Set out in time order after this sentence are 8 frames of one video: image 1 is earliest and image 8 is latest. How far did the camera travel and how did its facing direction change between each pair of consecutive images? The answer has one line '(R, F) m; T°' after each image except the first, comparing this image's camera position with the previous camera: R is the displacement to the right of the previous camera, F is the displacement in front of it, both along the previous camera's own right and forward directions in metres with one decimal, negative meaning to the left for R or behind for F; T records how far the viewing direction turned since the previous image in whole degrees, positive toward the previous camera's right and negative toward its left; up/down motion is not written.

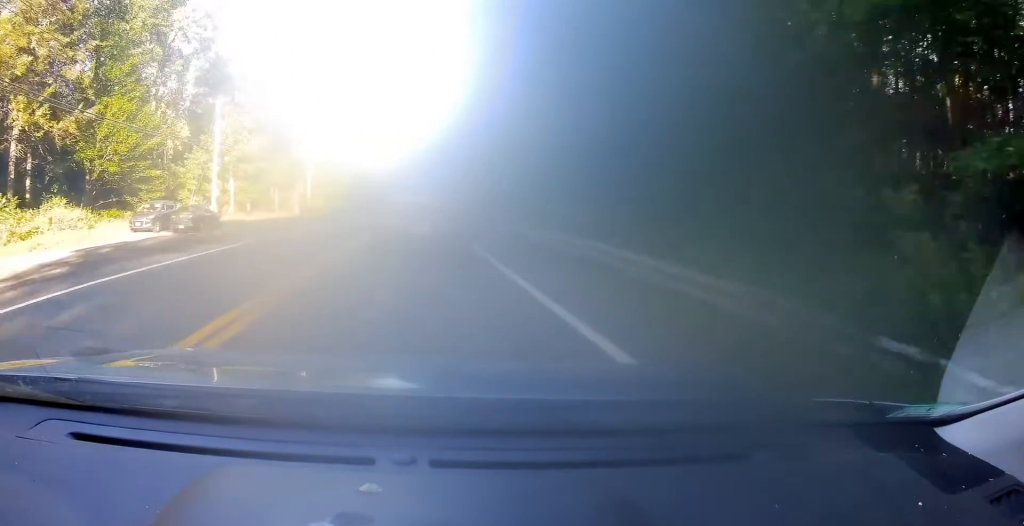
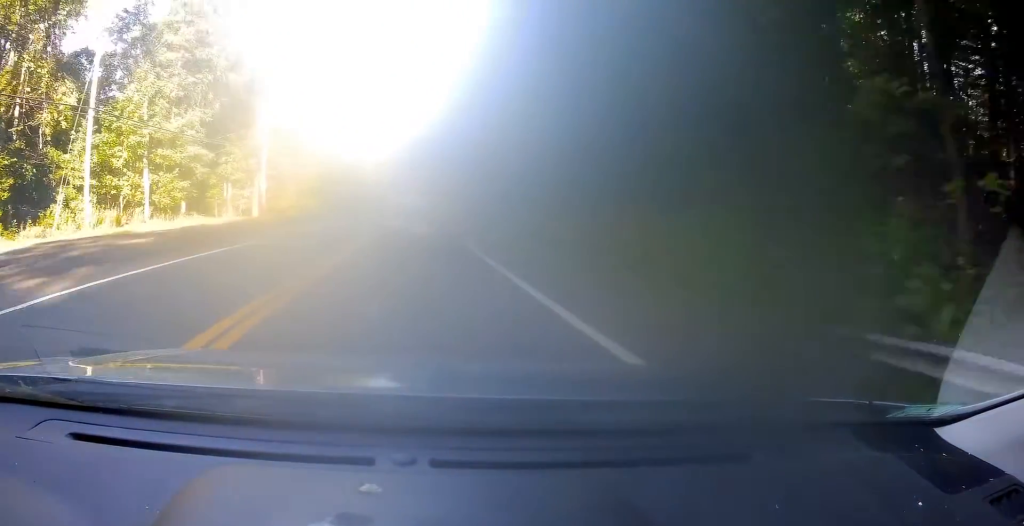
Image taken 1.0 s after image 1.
(0.0, +19.9) m; +1°
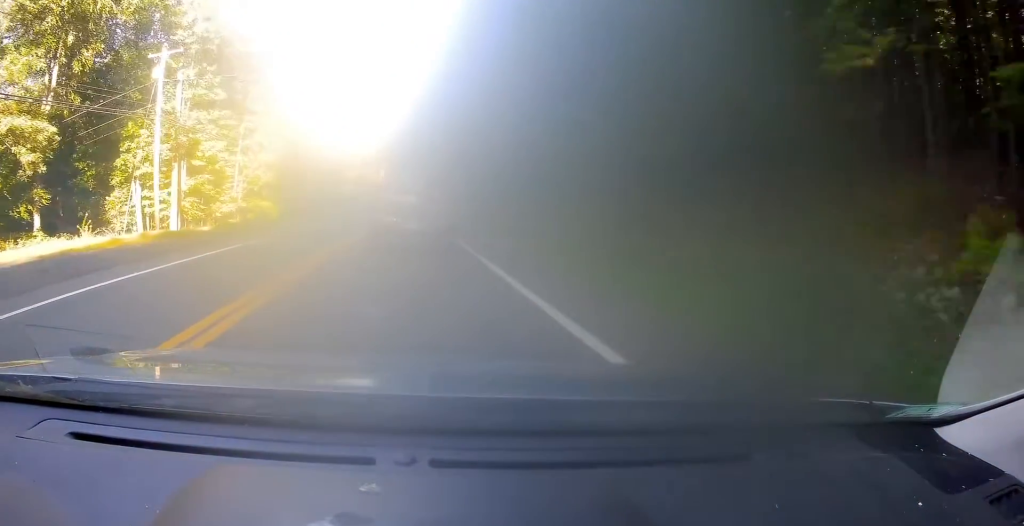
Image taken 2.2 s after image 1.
(+0.4, +23.4) m; +1°
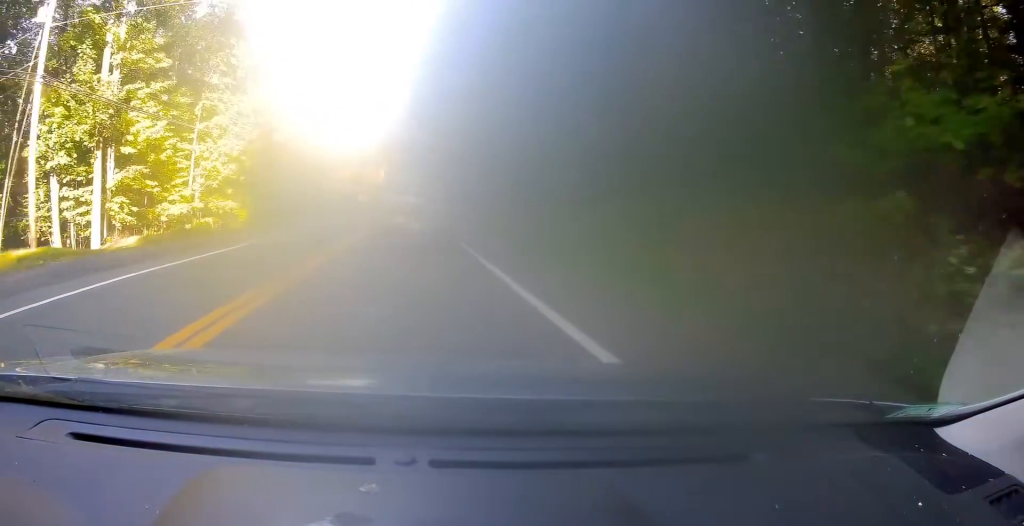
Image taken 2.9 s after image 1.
(+0.1, +12.6) m; 0°
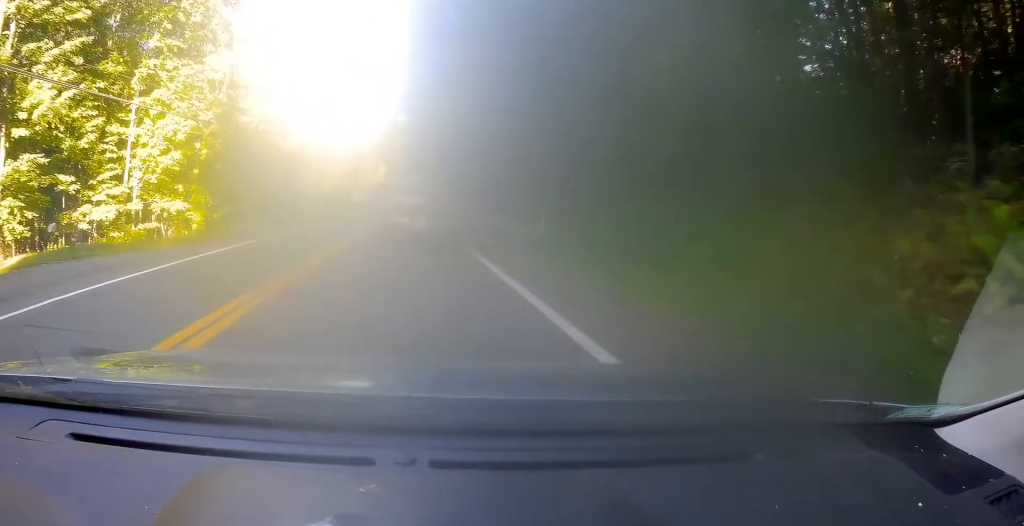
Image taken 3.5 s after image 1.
(-0.3, +12.1) m; 0°
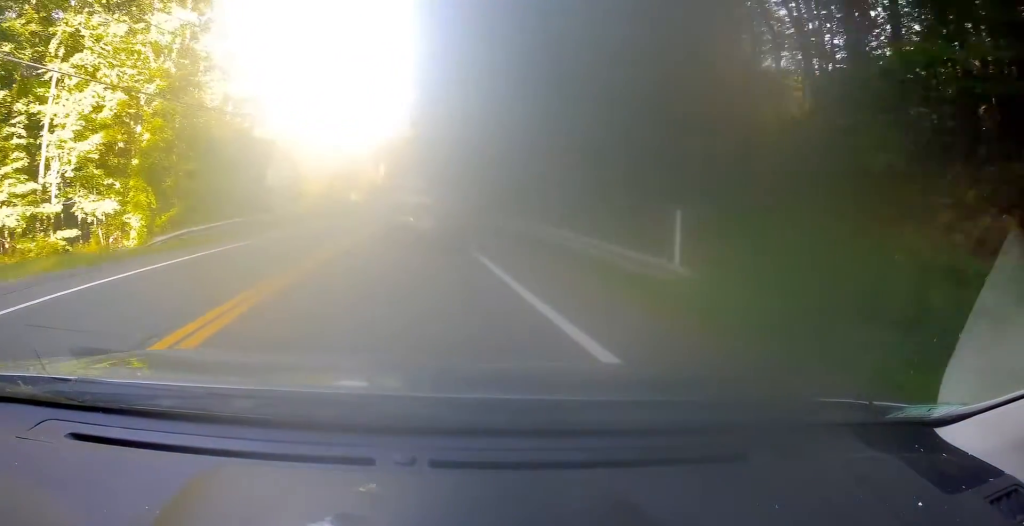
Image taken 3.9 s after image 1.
(+0.1, +8.7) m; 0°
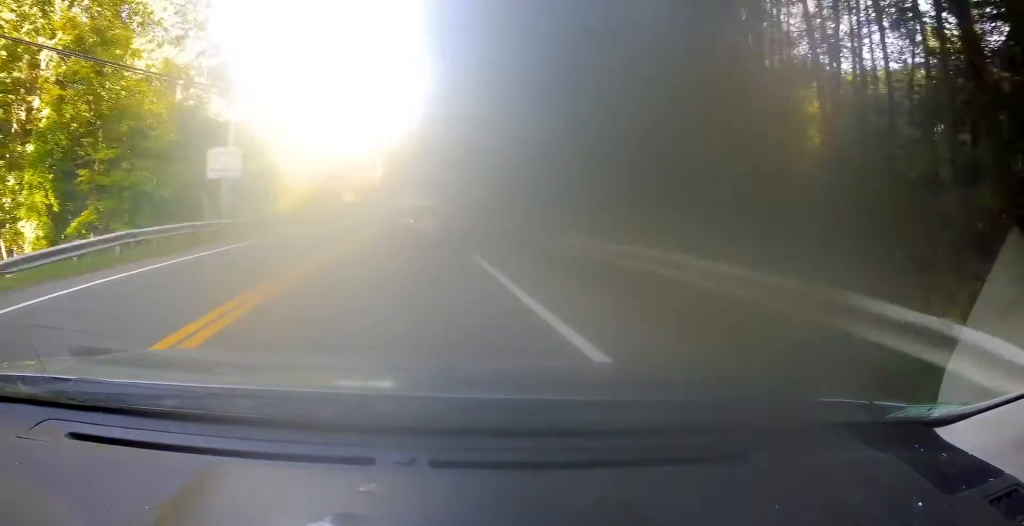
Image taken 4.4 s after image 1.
(+0.3, +9.4) m; 0°
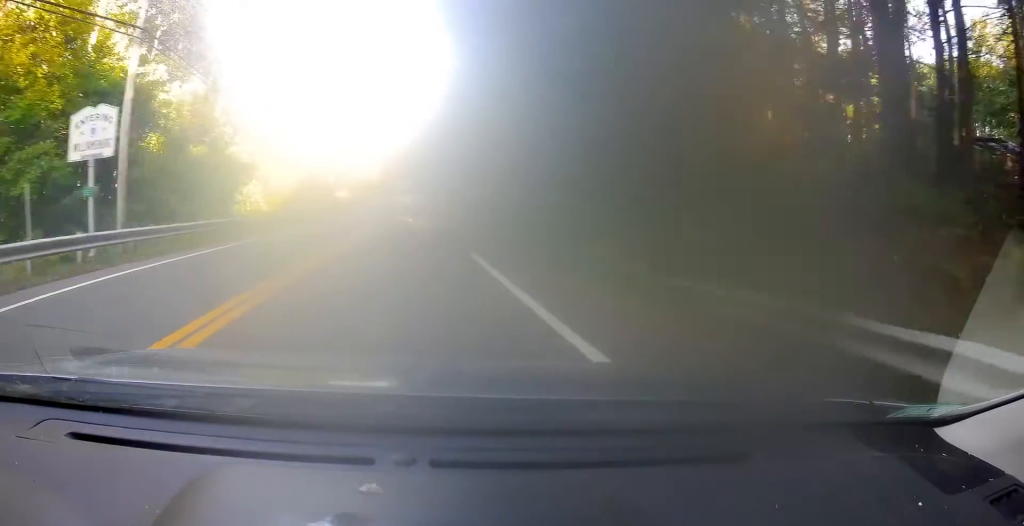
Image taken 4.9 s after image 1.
(0.0, +10.1) m; -1°
